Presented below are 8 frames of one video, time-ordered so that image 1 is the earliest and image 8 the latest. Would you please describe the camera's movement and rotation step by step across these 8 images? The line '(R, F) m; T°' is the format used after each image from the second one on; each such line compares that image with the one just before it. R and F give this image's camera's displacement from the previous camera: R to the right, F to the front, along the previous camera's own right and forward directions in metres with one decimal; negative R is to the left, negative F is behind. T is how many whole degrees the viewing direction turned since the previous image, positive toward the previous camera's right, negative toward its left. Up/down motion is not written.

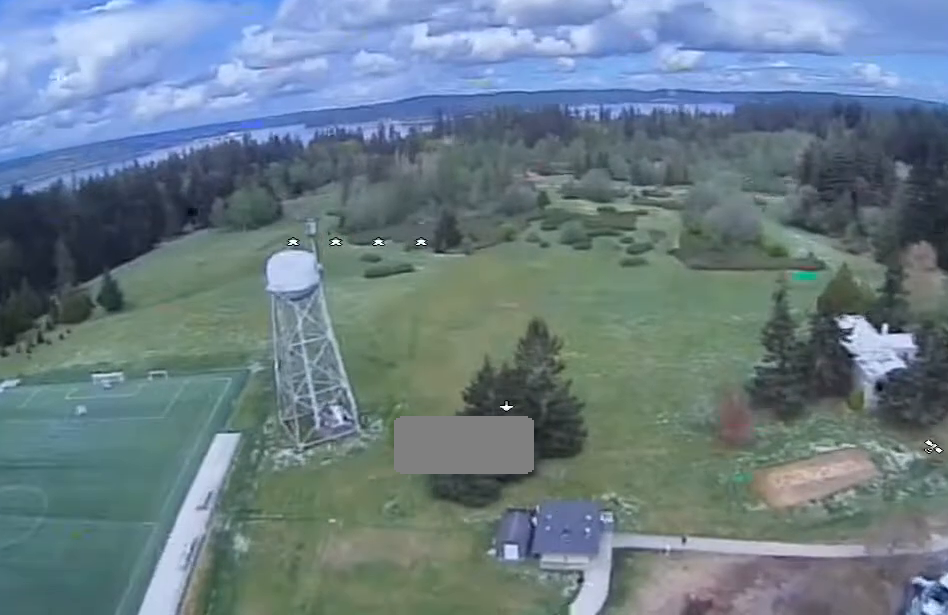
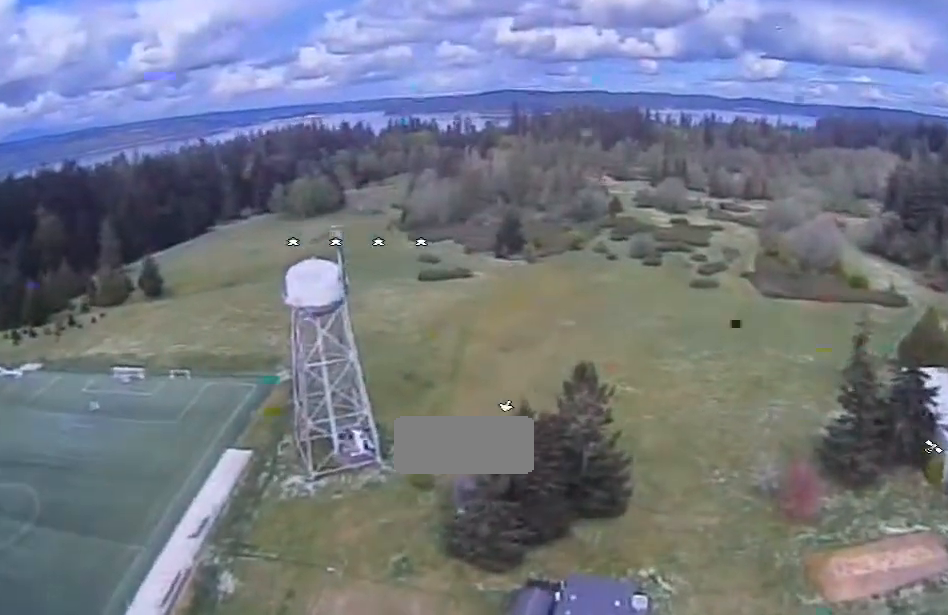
(-0.4, +13.6) m; -4°
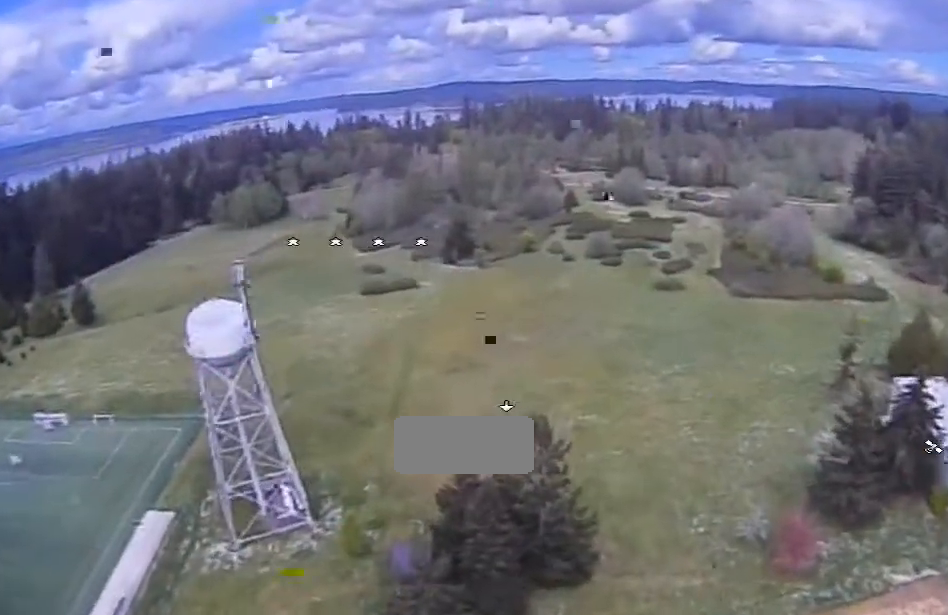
(-0.6, +14.7) m; -2°
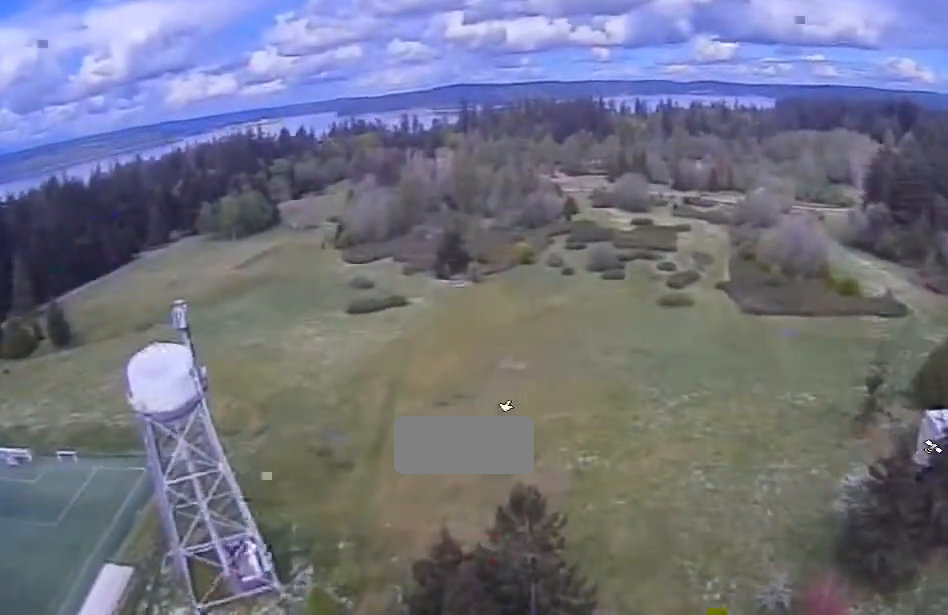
(0.0, +12.1) m; 0°
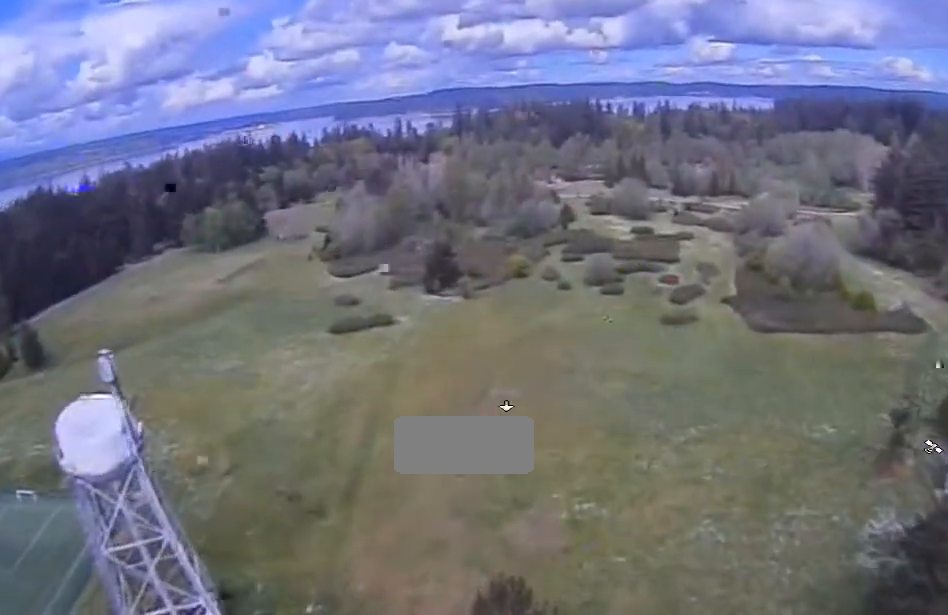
(0.0, +11.4) m; +1°
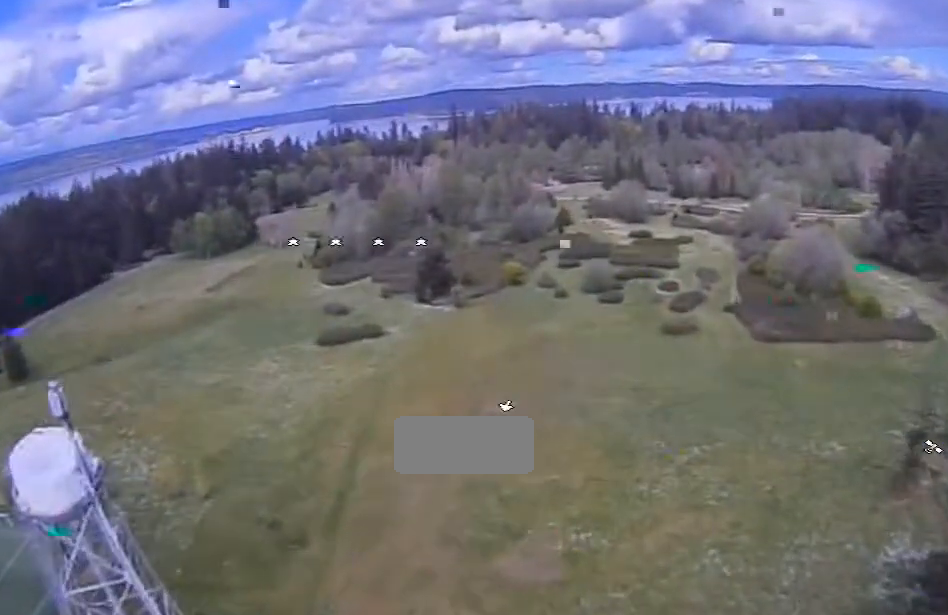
(0.0, +6.3) m; +1°
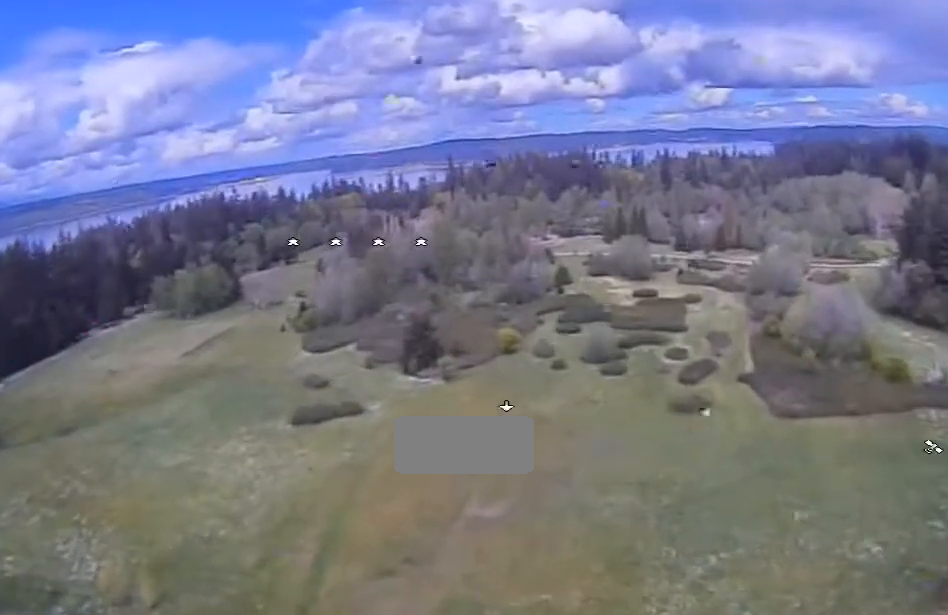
(+0.3, +17.3) m; +2°
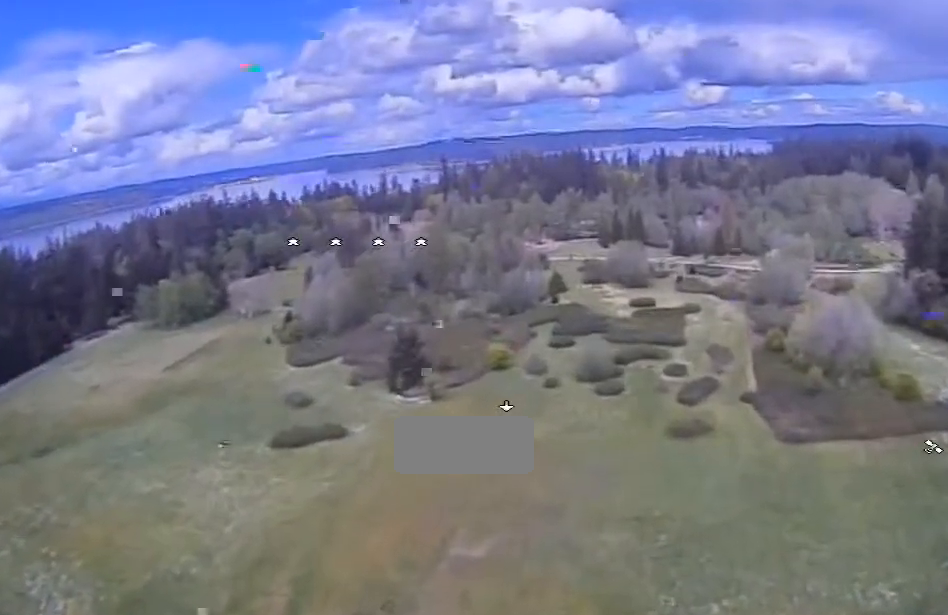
(+0.1, +8.8) m; +1°
